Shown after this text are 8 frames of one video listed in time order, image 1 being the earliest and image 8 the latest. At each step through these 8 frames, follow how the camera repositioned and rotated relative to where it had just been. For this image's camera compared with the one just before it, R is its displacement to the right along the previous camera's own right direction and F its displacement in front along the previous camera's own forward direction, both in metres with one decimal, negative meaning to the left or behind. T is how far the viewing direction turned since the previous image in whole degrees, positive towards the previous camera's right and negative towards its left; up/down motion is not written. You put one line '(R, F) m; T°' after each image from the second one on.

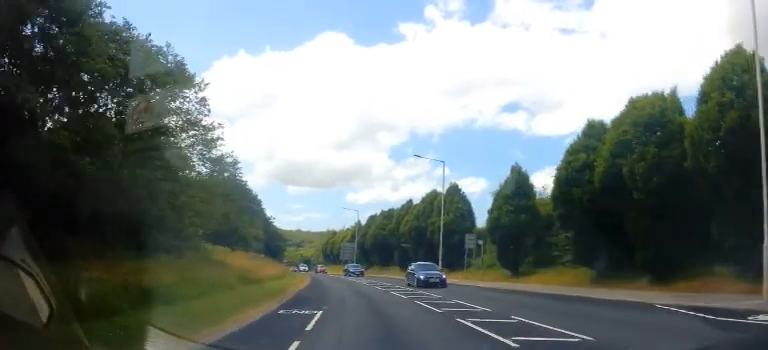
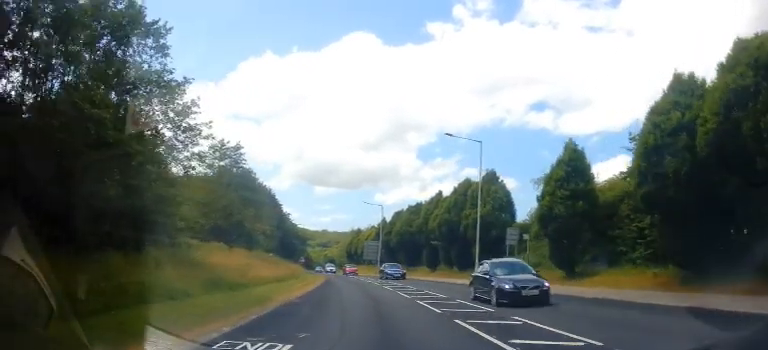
(-0.2, +6.1) m; -3°
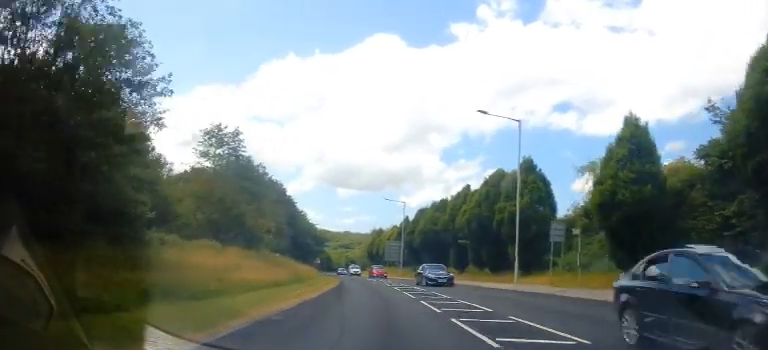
(-0.1, +5.4) m; -2°
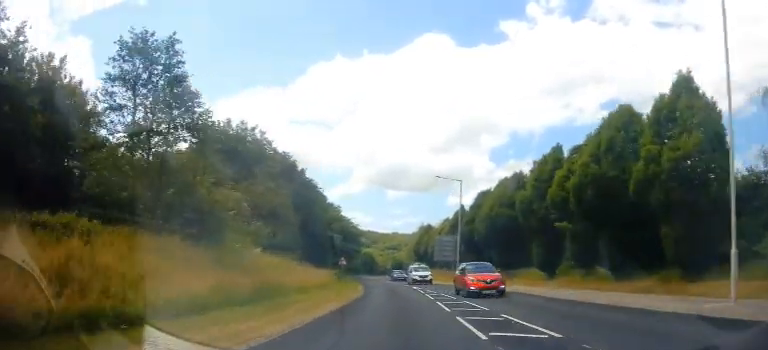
(-0.8, +16.8) m; -6°
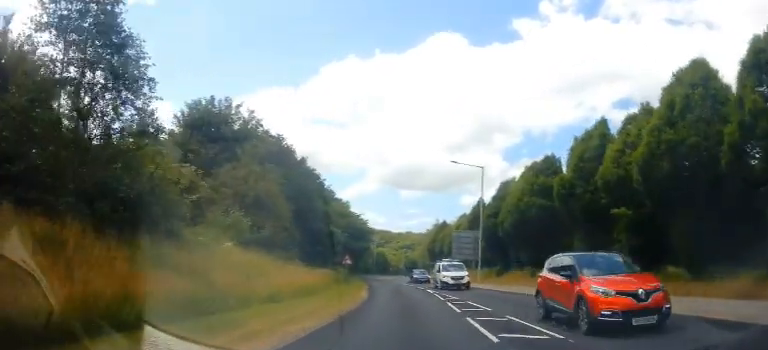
(-0.2, +6.2) m; -2°
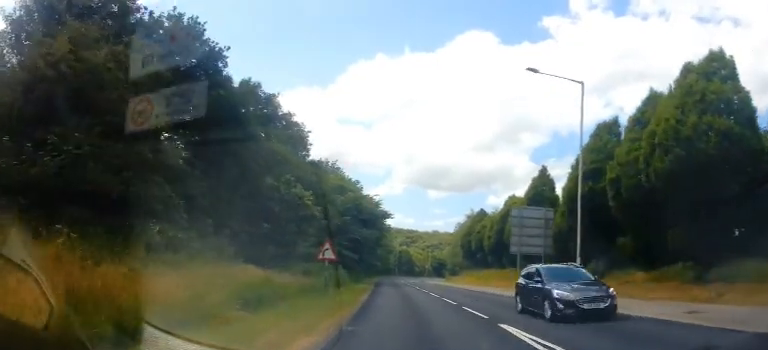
(-0.5, +19.5) m; -3°
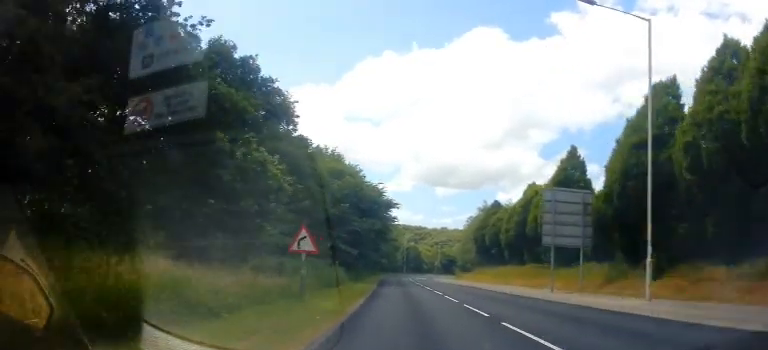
(+0.1, +6.2) m; -1°
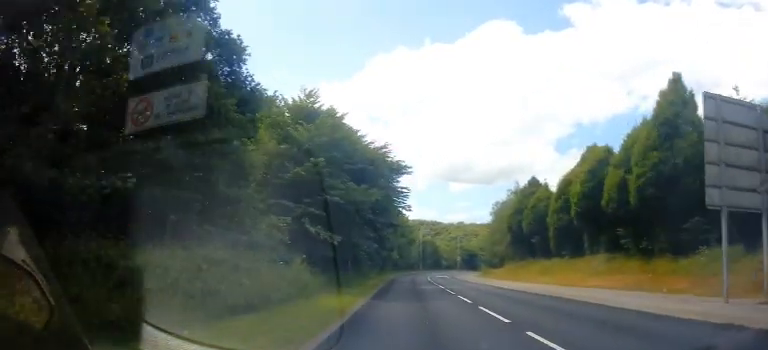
(-0.5, +14.2) m; -3°
